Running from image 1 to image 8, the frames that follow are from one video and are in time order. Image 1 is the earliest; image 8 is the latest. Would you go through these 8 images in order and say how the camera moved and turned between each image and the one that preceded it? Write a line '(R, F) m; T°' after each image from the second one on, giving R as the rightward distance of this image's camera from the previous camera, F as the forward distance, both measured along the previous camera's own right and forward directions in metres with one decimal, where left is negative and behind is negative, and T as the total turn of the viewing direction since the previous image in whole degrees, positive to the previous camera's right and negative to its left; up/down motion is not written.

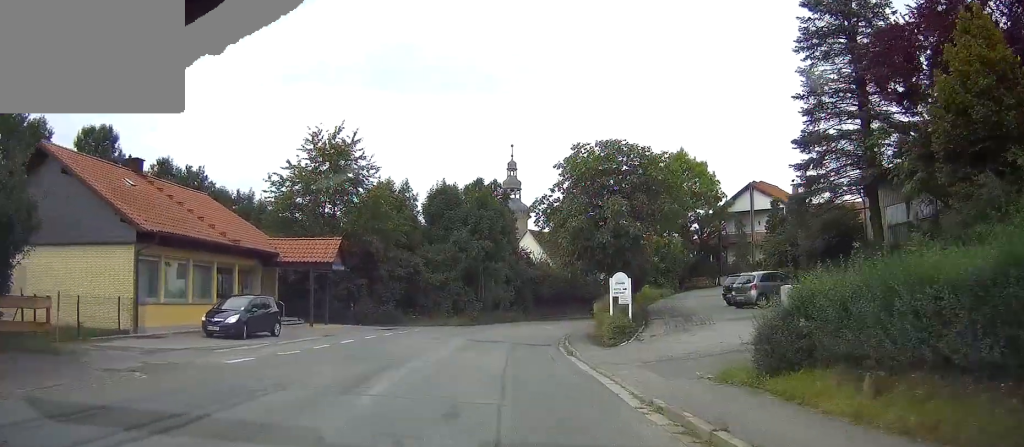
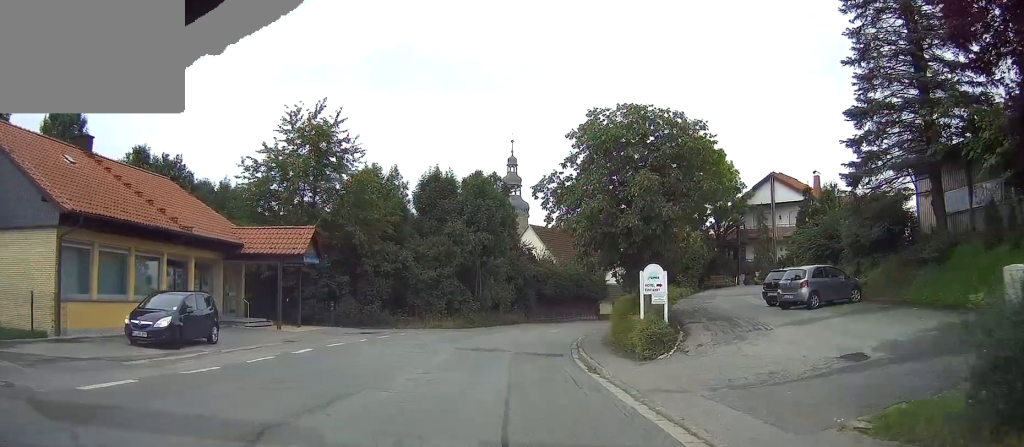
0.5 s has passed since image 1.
(-0.1, +5.4) m; 0°
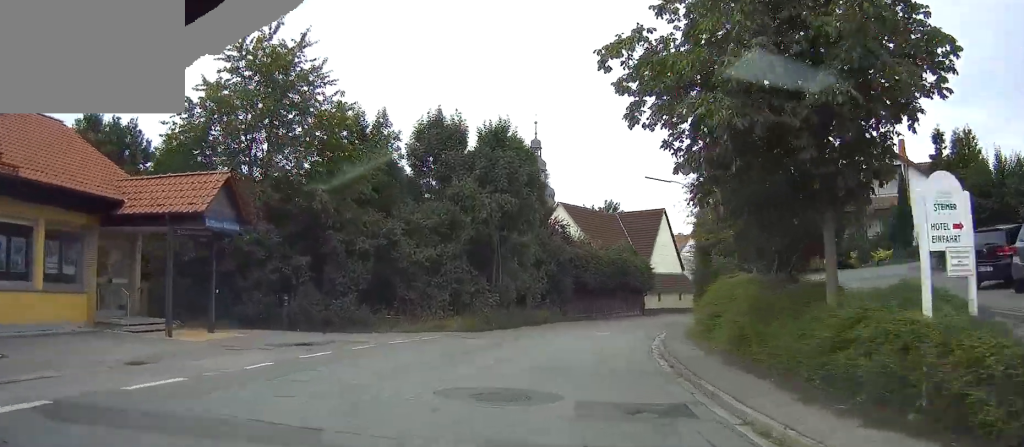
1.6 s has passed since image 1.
(-0.1, +12.8) m; 0°
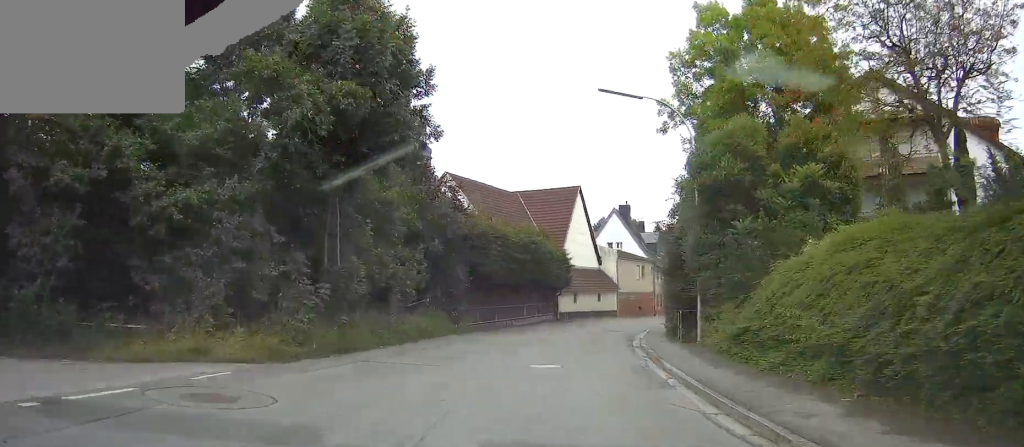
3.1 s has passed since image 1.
(+0.1, +15.9) m; +5°
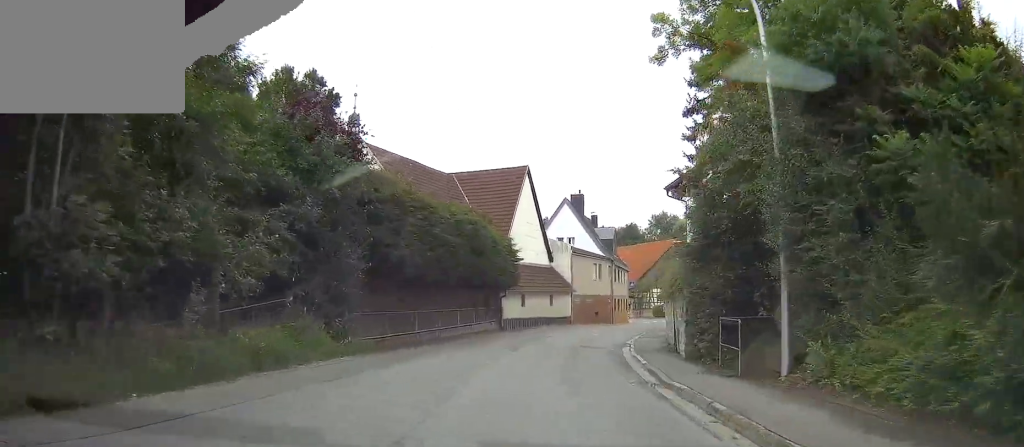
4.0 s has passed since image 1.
(+0.8, +10.3) m; +7°
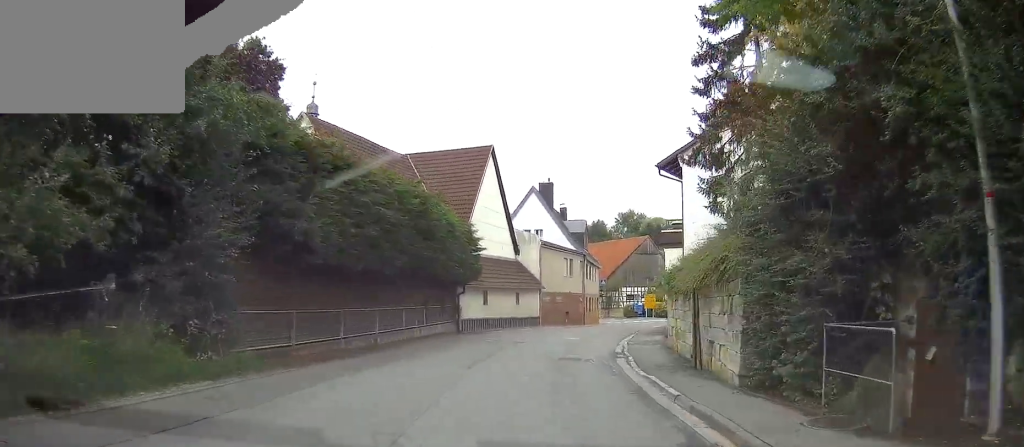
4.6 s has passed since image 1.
(+0.2, +6.1) m; +2°
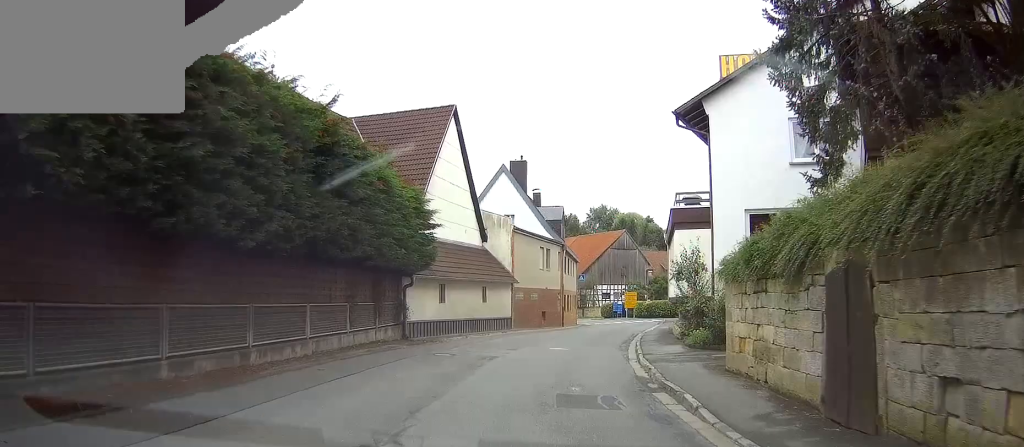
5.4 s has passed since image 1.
(+0.2, +8.4) m; +3°
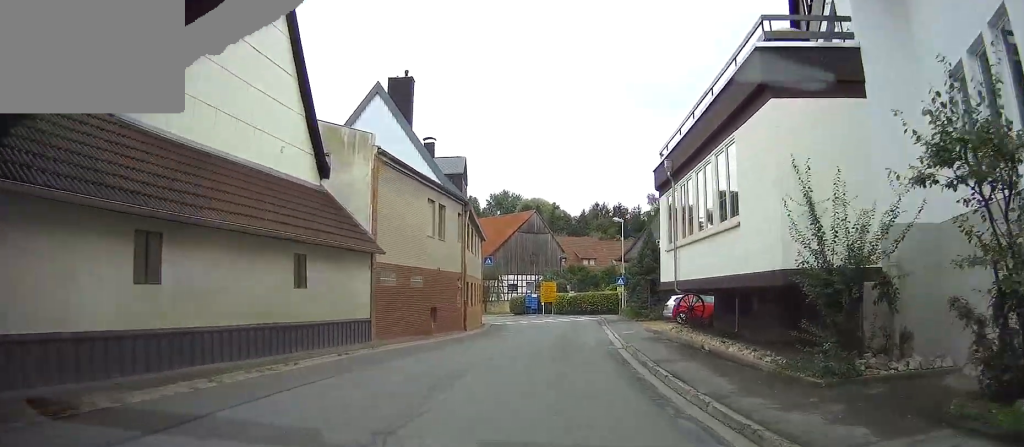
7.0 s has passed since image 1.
(+1.2, +18.1) m; +9°
